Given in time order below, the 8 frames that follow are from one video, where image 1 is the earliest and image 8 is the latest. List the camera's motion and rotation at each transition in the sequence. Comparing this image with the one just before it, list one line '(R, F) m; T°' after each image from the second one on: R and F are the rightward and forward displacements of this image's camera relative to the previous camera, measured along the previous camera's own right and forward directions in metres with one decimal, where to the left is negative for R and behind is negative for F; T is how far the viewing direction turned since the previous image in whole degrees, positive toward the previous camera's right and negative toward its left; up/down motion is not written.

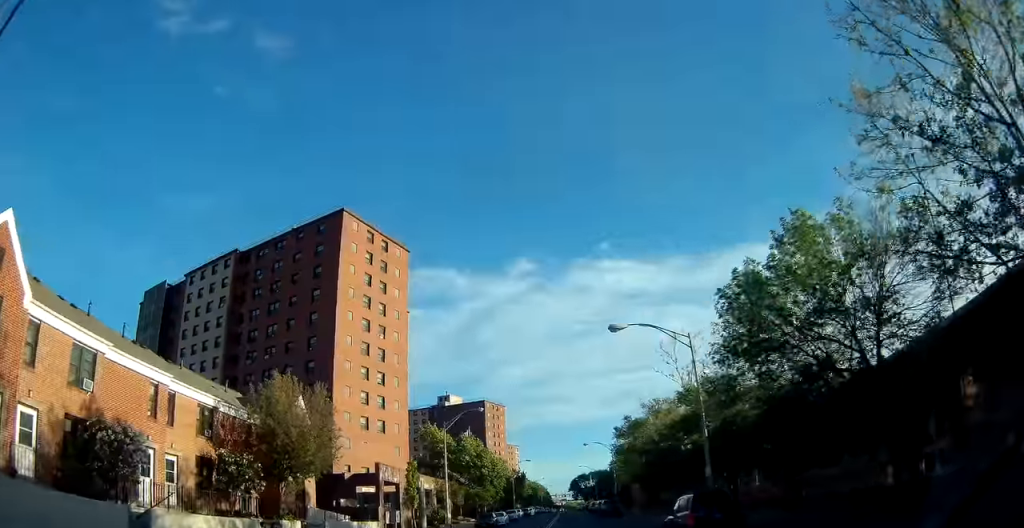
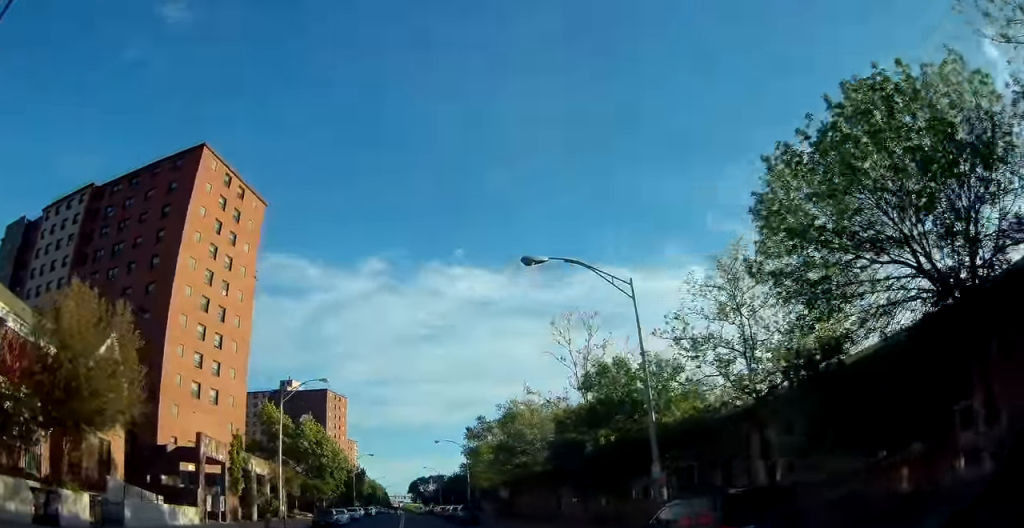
(+1.1, +8.0) m; +14°
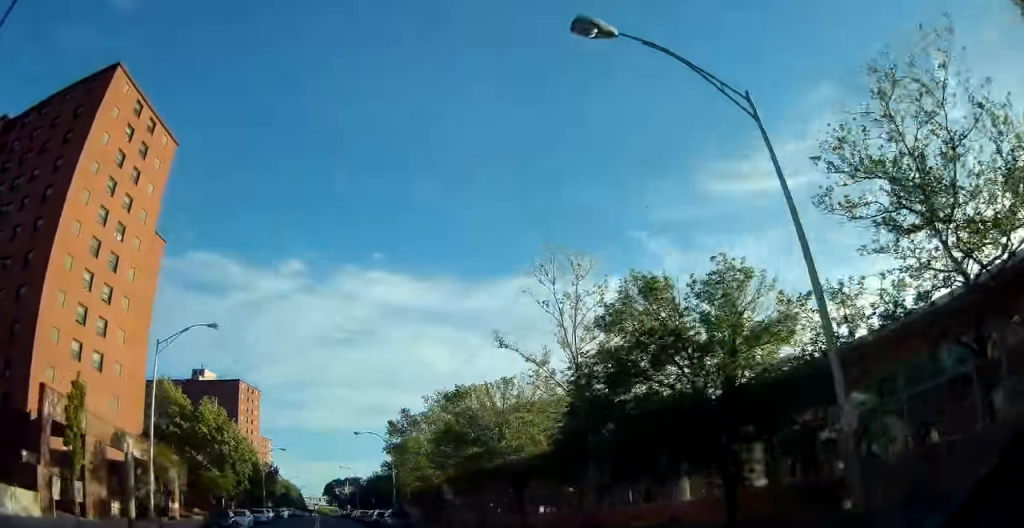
(+1.0, +10.0) m; +6°
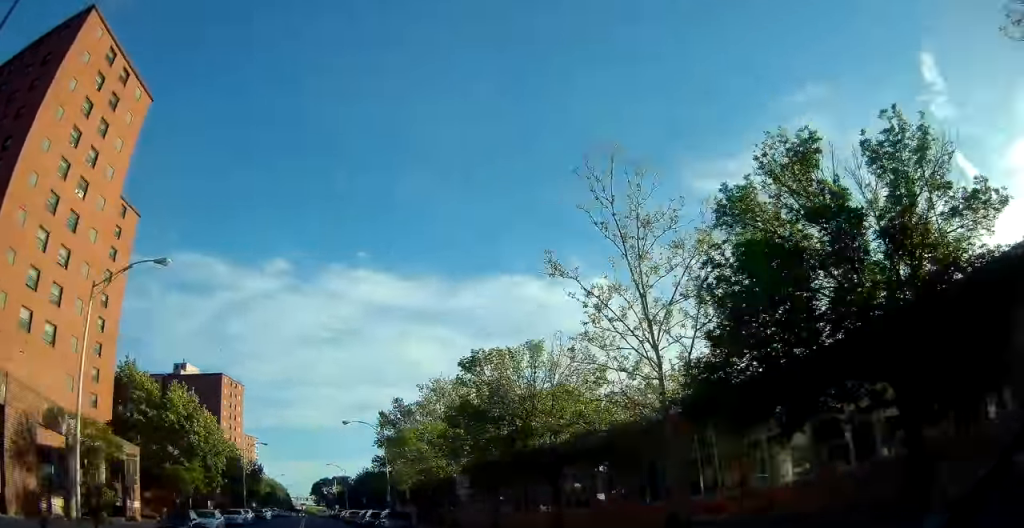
(0.0, +6.7) m; 0°
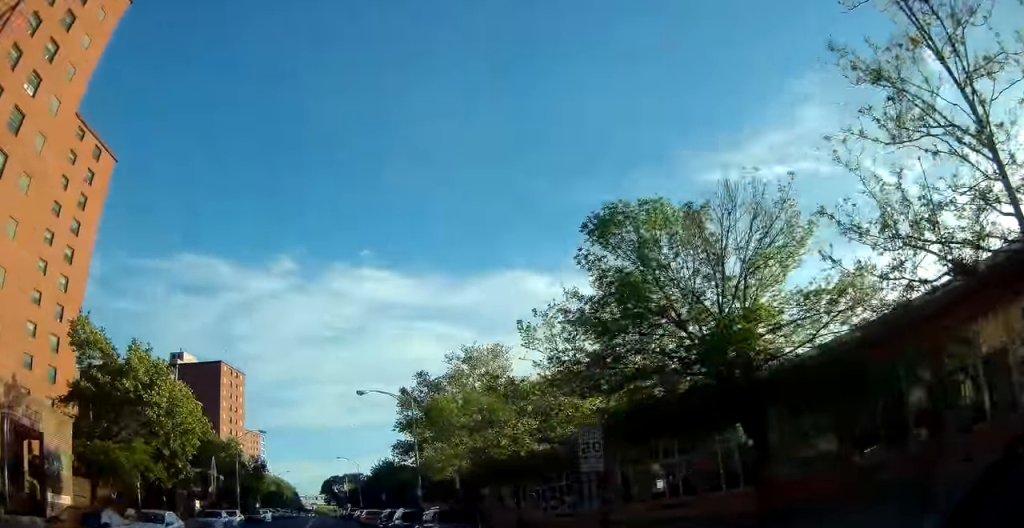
(-0.2, +12.2) m; -1°
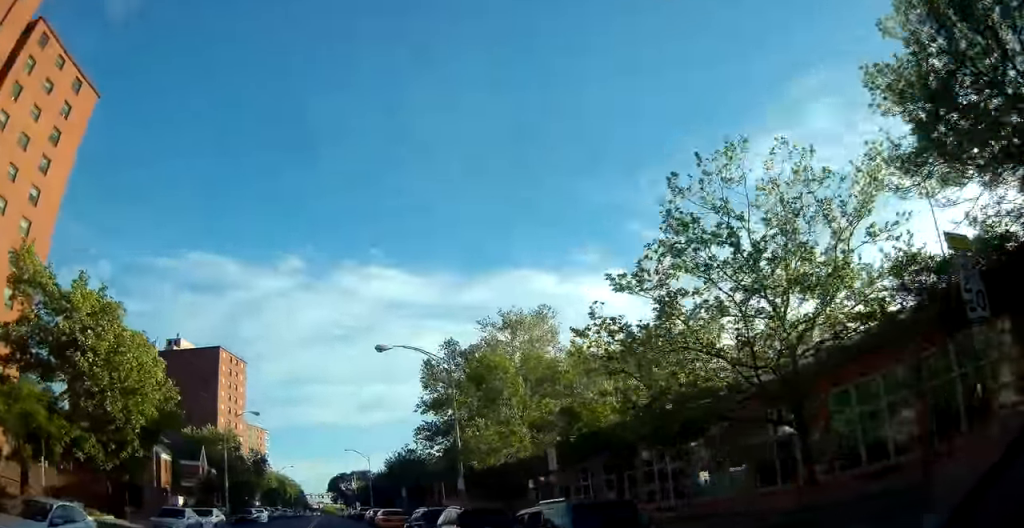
(0.0, +10.1) m; +1°
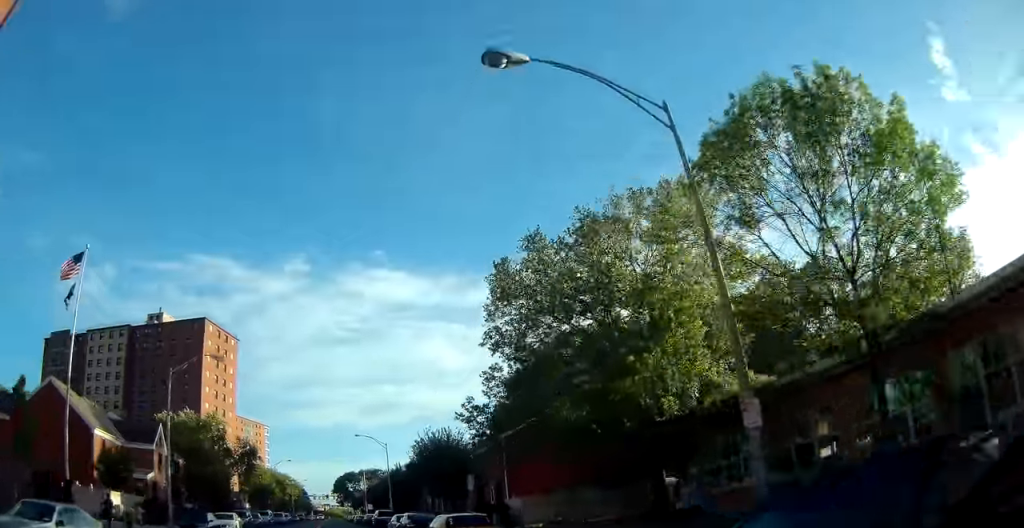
(+0.2, +19.1) m; 0°
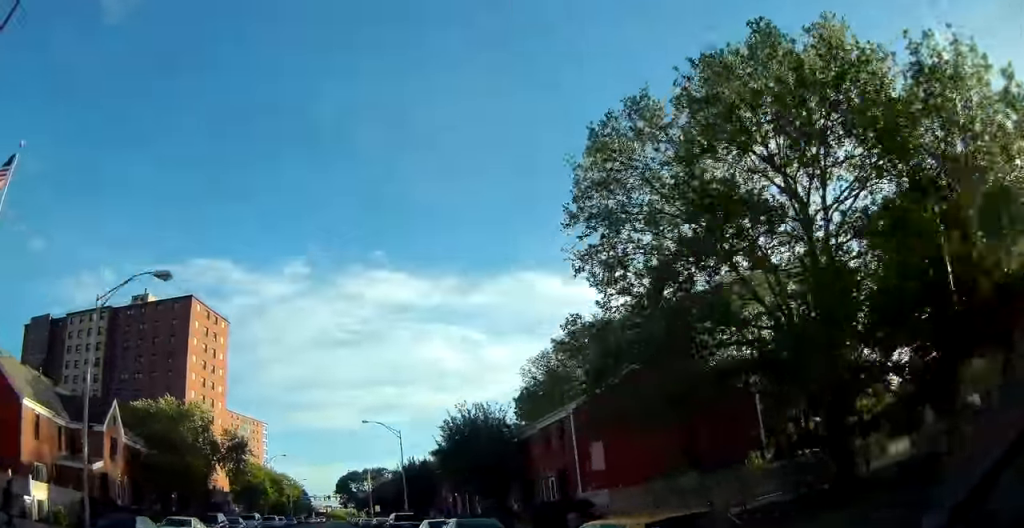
(-0.1, +11.3) m; -2°
